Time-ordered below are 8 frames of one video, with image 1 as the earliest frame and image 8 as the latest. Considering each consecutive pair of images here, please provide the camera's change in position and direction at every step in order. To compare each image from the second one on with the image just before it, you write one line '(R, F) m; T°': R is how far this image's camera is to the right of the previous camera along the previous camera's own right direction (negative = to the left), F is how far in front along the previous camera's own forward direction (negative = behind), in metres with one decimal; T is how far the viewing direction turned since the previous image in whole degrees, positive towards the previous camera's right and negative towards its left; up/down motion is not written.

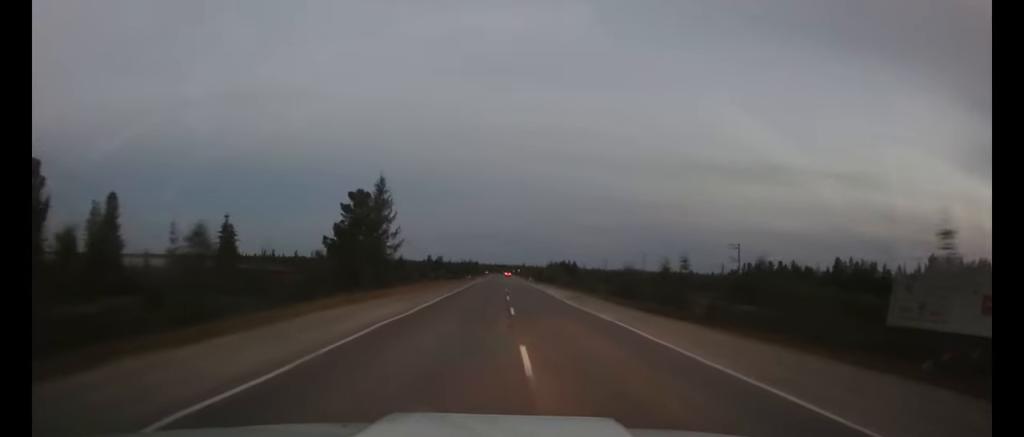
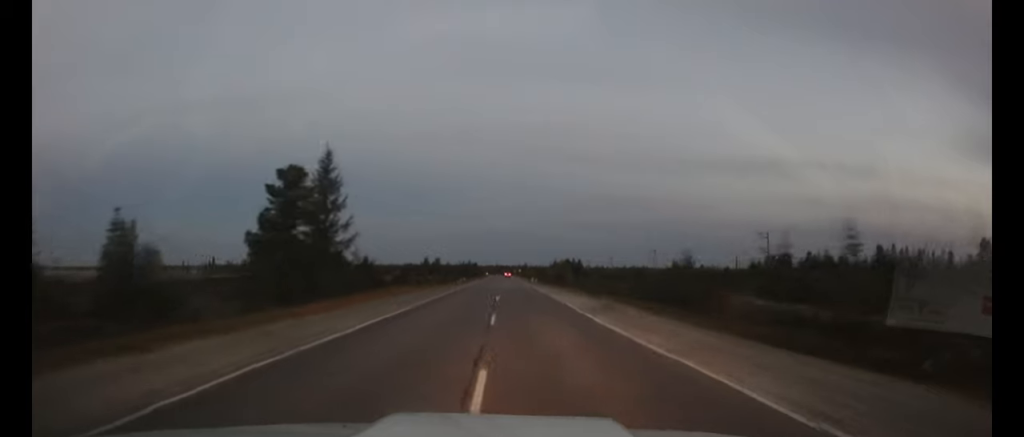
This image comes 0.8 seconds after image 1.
(0.0, +14.9) m; 0°
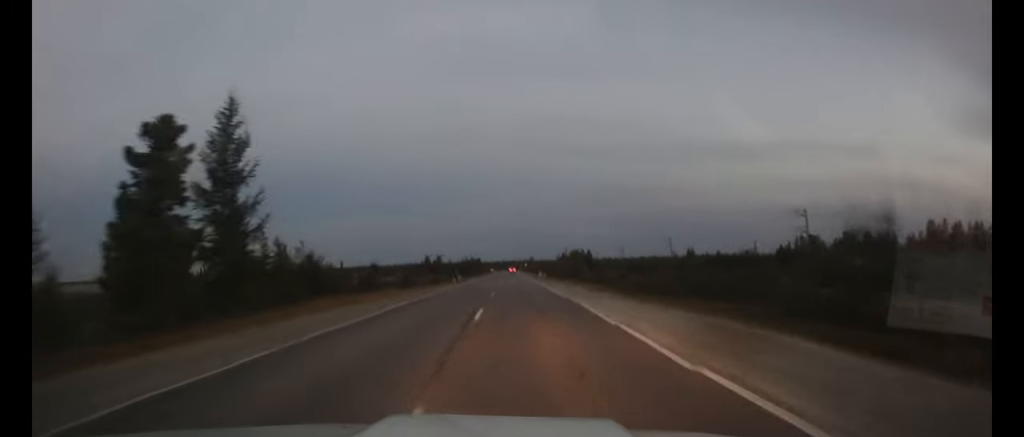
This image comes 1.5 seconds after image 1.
(0.0, +14.6) m; 0°
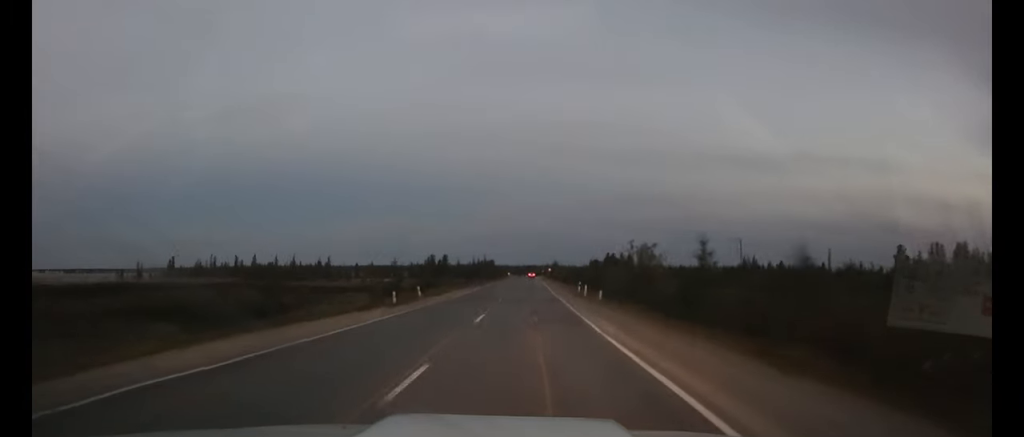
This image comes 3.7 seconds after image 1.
(-0.8, +45.4) m; -2°
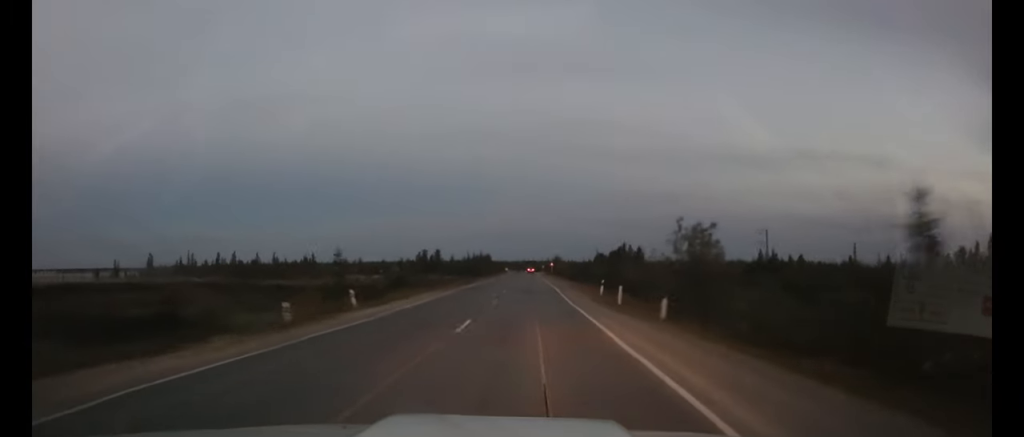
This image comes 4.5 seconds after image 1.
(-0.1, +16.8) m; 0°
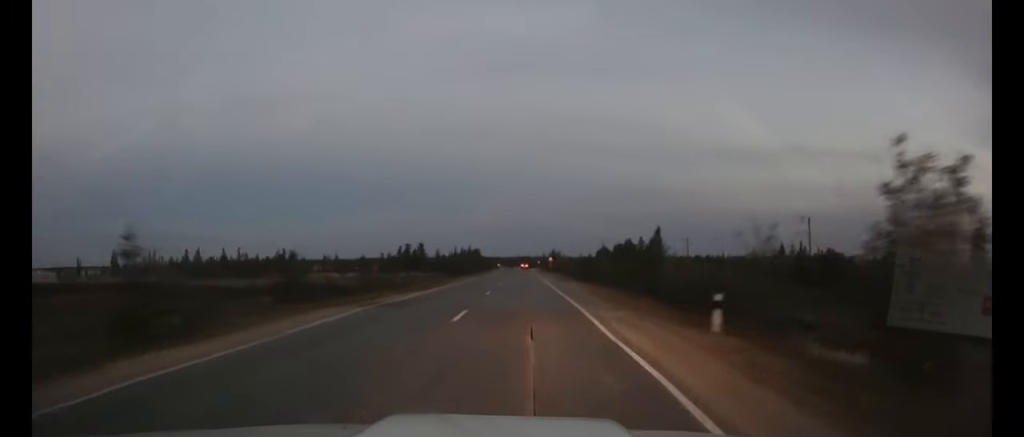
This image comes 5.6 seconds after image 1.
(-0.1, +23.1) m; 0°
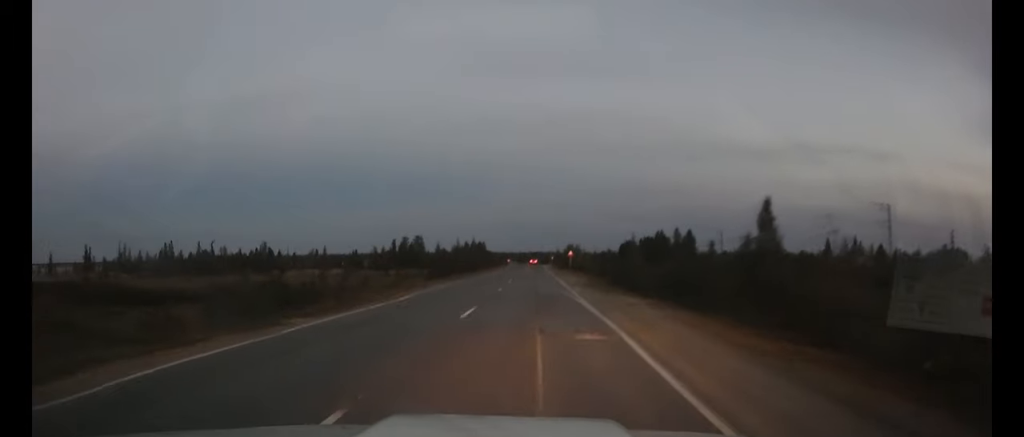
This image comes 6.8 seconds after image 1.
(+0.1, +24.1) m; 0°
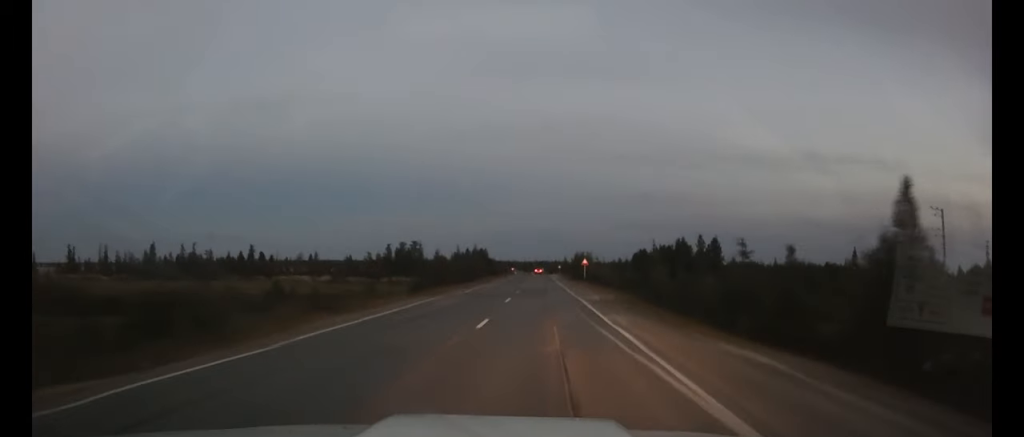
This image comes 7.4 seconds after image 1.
(0.0, +12.8) m; 0°
